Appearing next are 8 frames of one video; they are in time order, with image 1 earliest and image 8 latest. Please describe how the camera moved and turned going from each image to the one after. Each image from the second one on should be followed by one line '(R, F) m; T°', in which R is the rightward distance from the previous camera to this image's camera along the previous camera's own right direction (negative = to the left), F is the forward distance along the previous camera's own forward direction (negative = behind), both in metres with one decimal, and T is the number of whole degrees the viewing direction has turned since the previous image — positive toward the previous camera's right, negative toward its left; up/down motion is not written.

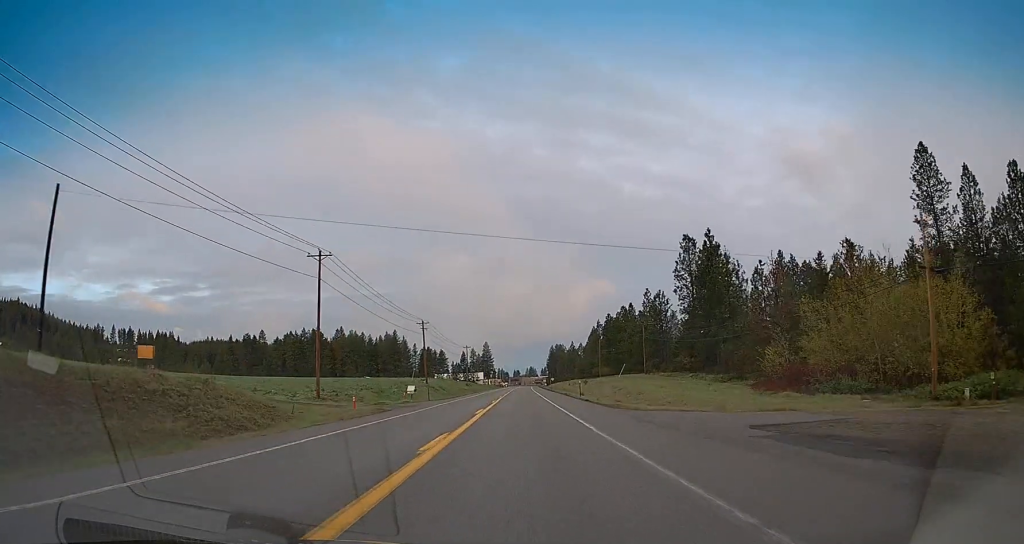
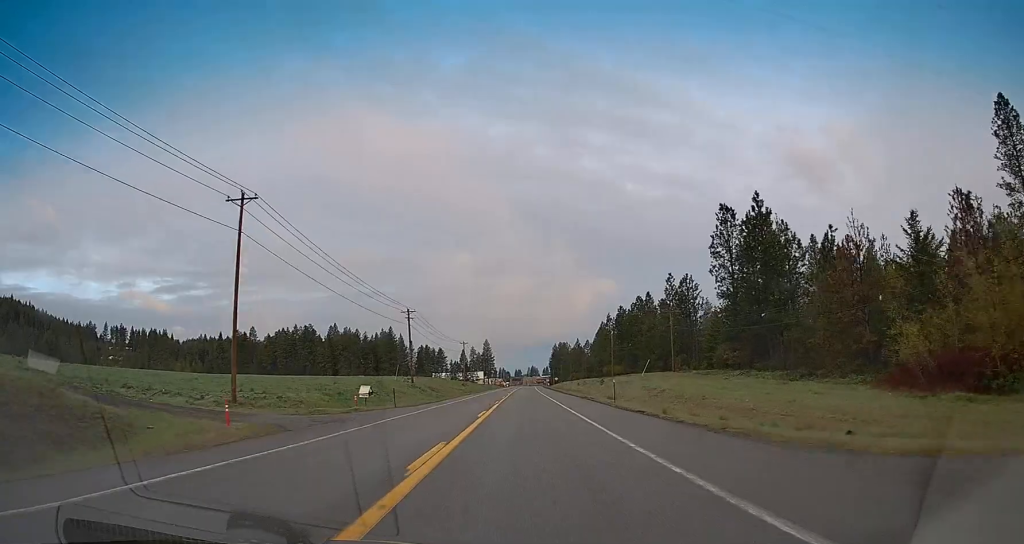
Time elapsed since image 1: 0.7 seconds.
(0.0, +18.3) m; 0°
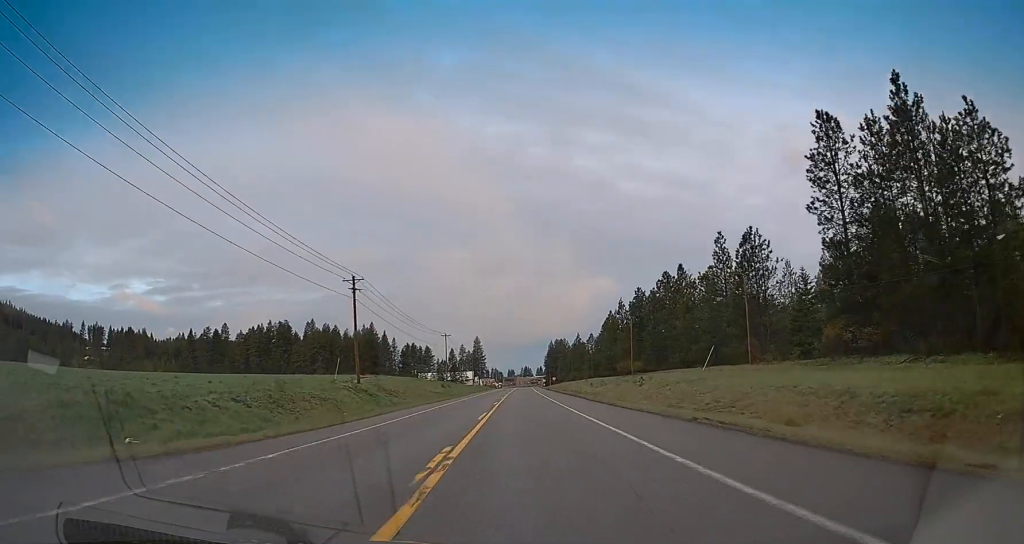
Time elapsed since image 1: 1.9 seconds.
(-0.3, +31.8) m; 0°
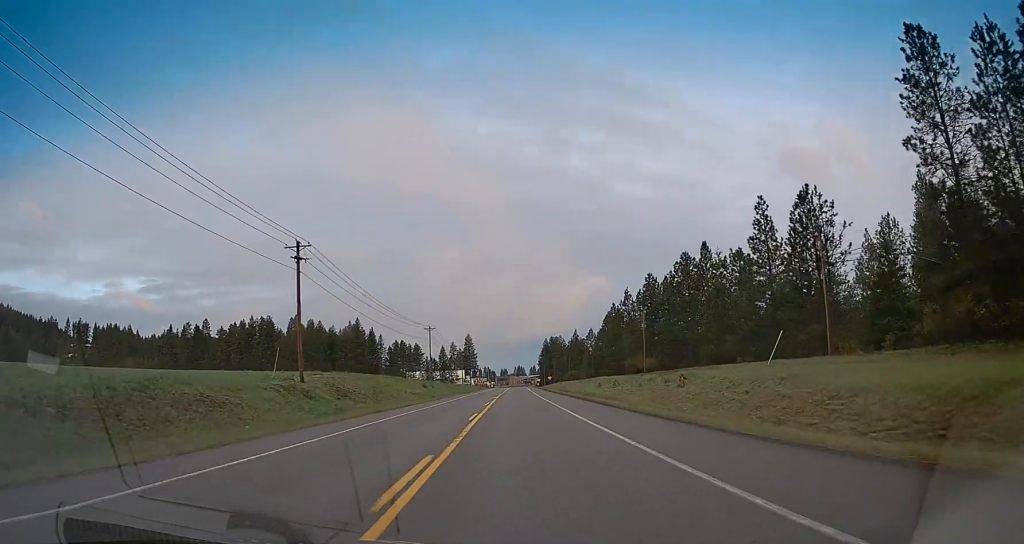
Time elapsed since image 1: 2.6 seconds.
(+0.1, +16.9) m; +1°
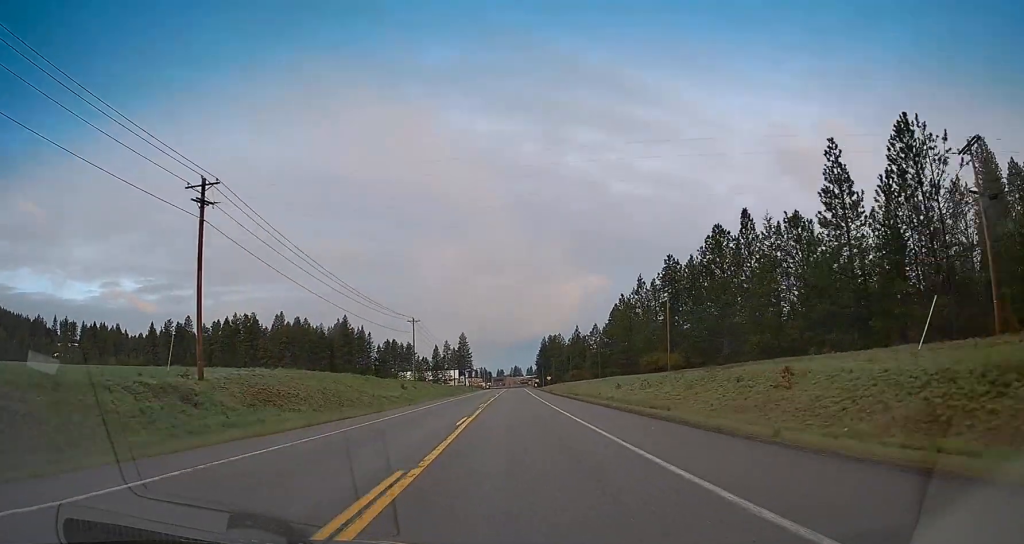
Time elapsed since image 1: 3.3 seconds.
(+0.2, +17.6) m; +1°
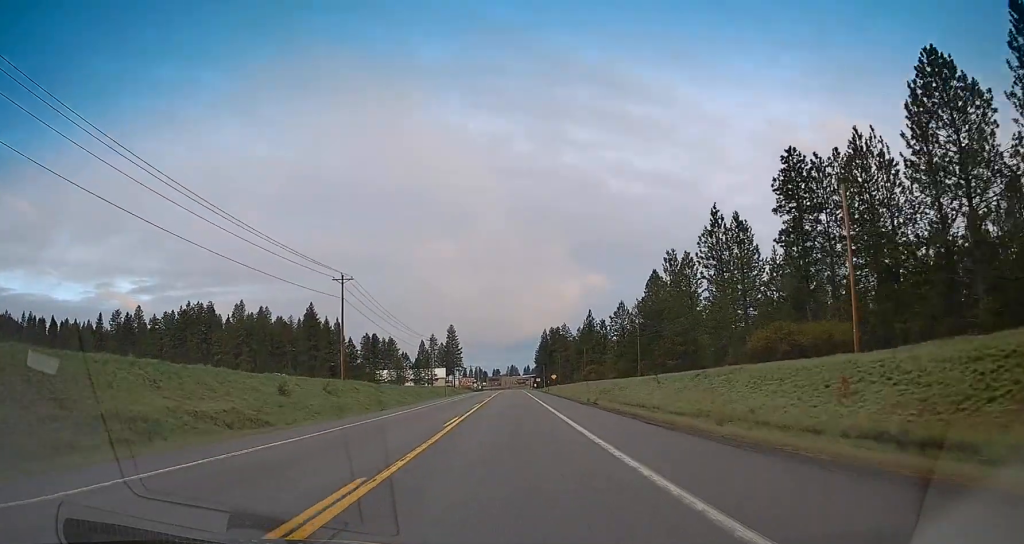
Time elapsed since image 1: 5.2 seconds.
(0.0, +47.1) m; 0°
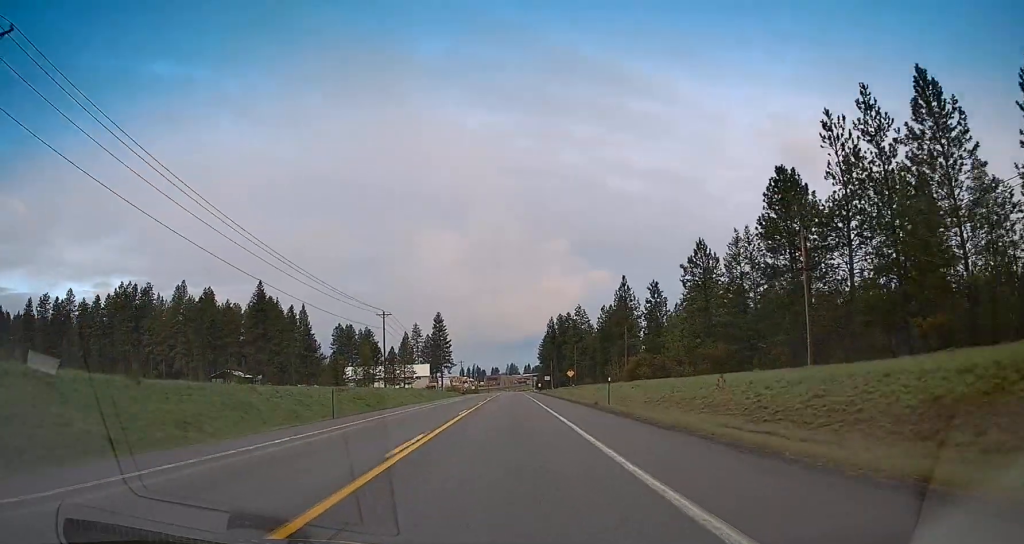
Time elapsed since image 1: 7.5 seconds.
(0.0, +54.7) m; 0°
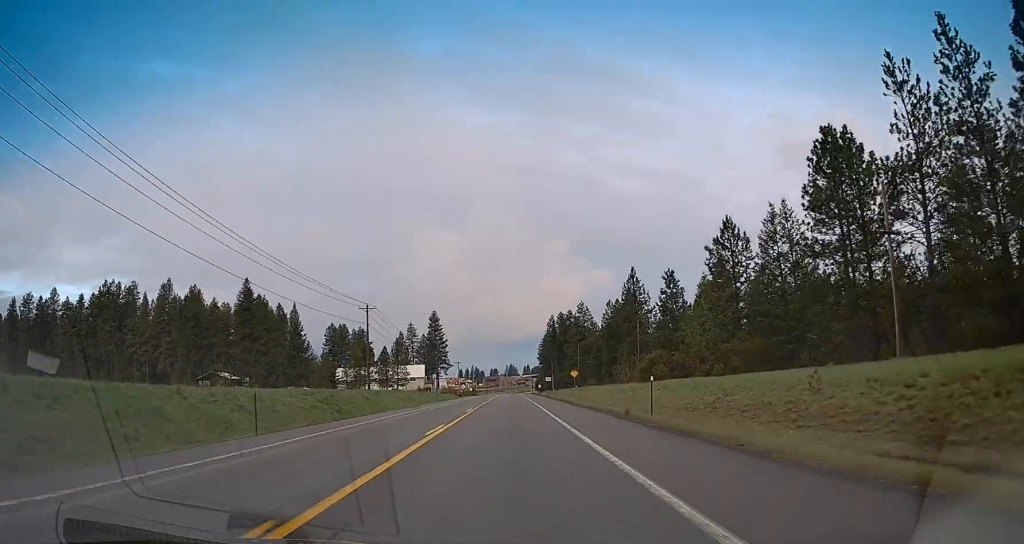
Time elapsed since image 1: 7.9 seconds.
(0.0, +10.3) m; 0°
